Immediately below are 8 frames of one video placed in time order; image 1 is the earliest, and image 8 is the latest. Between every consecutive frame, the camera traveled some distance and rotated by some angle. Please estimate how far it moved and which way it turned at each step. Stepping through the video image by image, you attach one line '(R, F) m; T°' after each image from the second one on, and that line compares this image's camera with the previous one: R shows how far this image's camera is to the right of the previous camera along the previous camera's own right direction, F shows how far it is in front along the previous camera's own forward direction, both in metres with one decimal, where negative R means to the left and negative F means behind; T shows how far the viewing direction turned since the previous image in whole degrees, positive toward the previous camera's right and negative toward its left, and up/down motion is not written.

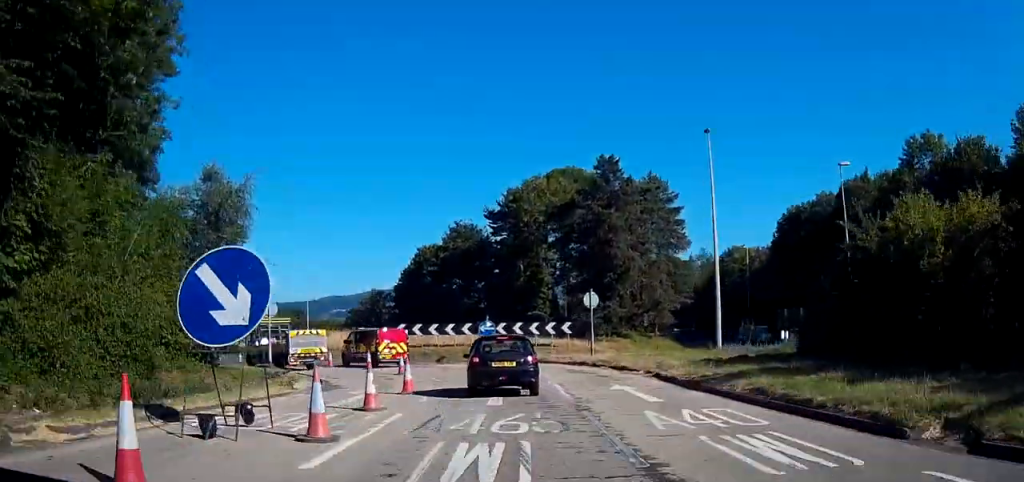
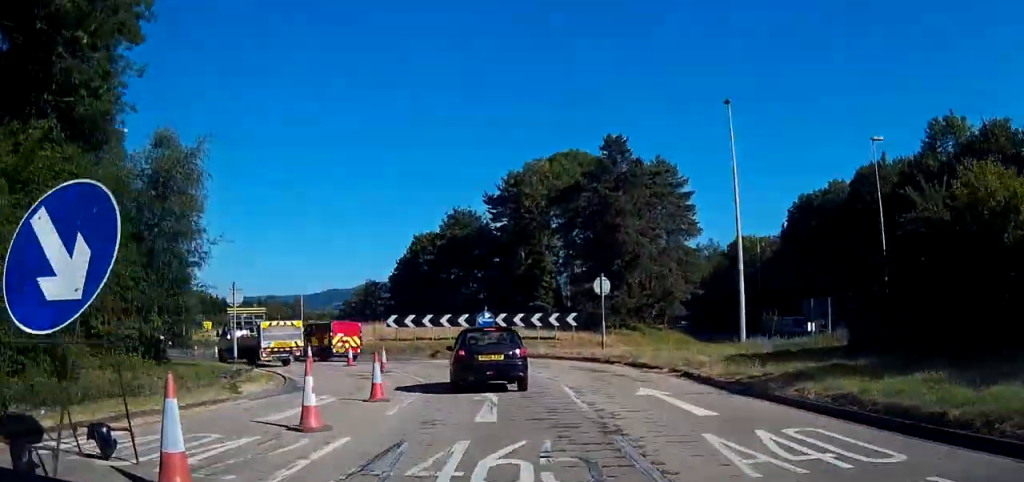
(+0.2, +4.6) m; -1°
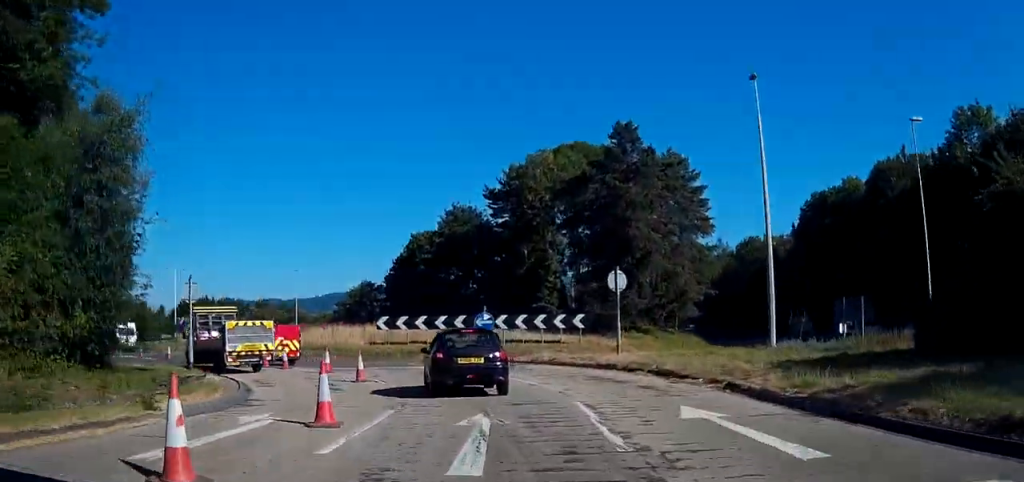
(0.0, +4.6) m; -2°
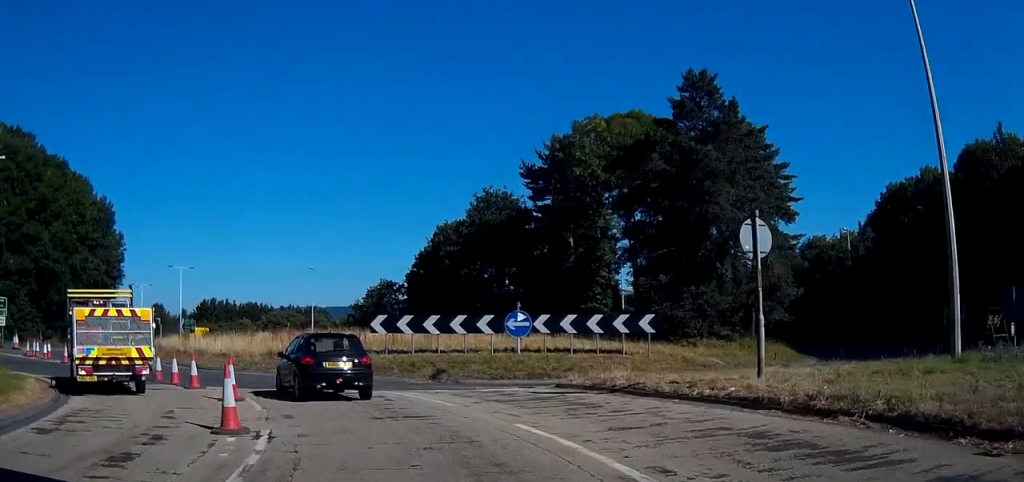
(-1.1, +14.1) m; -8°
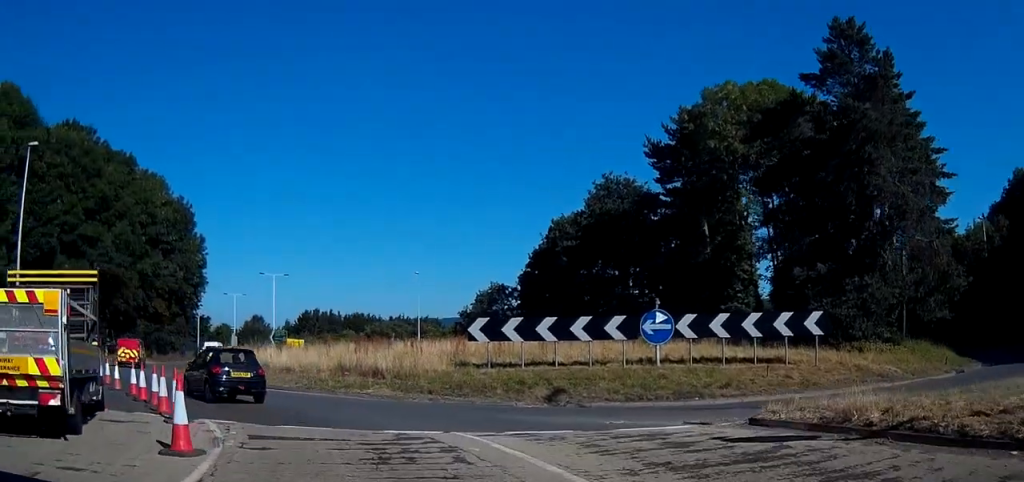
(-0.6, +7.5) m; -6°
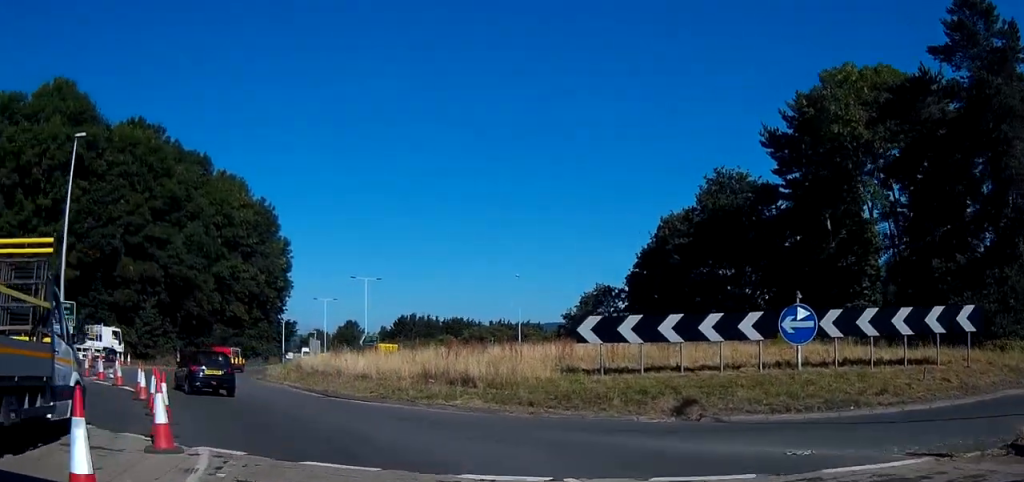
(-0.1, +4.5) m; -3°
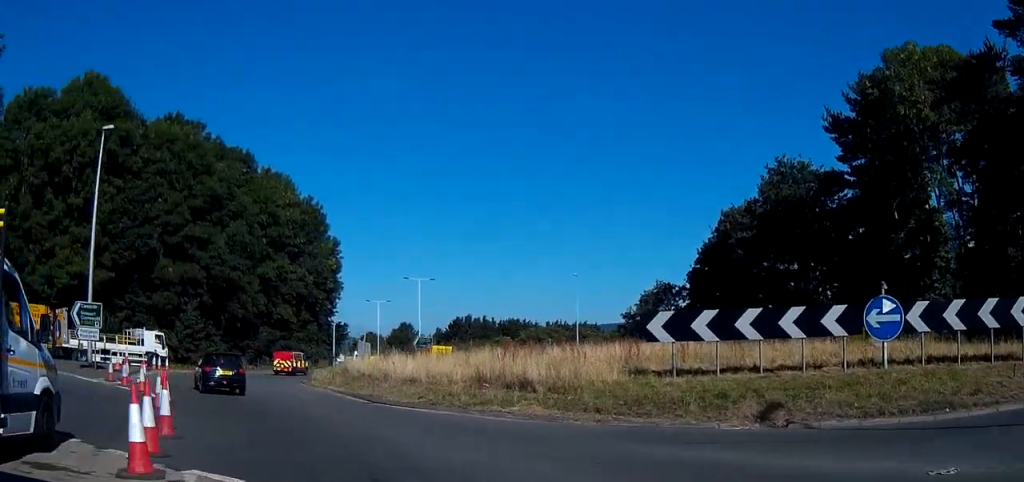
(+0.1, +2.2) m; -3°
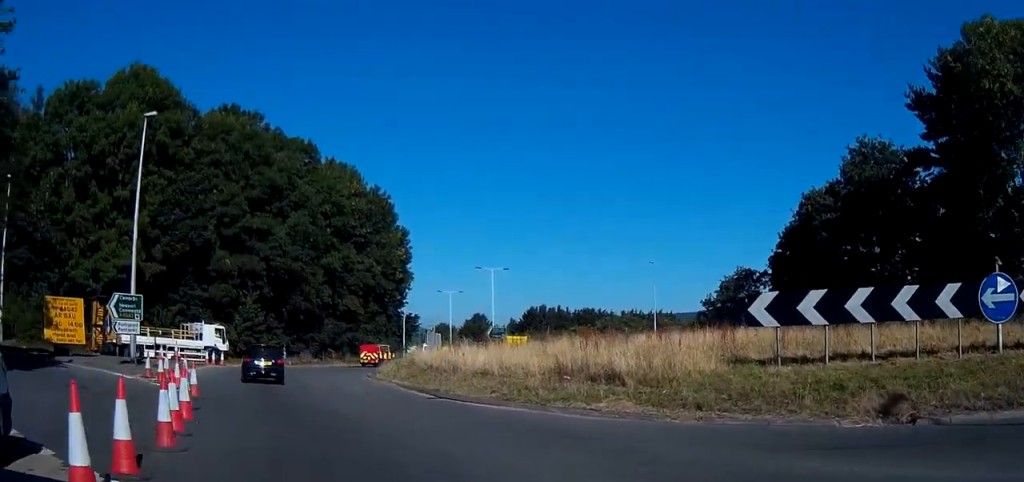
(+0.1, +2.4) m; -3°
